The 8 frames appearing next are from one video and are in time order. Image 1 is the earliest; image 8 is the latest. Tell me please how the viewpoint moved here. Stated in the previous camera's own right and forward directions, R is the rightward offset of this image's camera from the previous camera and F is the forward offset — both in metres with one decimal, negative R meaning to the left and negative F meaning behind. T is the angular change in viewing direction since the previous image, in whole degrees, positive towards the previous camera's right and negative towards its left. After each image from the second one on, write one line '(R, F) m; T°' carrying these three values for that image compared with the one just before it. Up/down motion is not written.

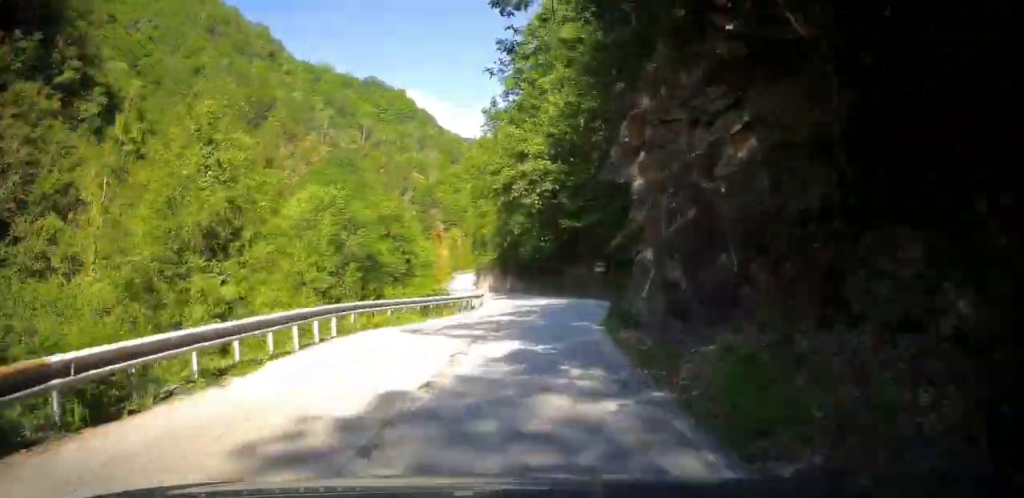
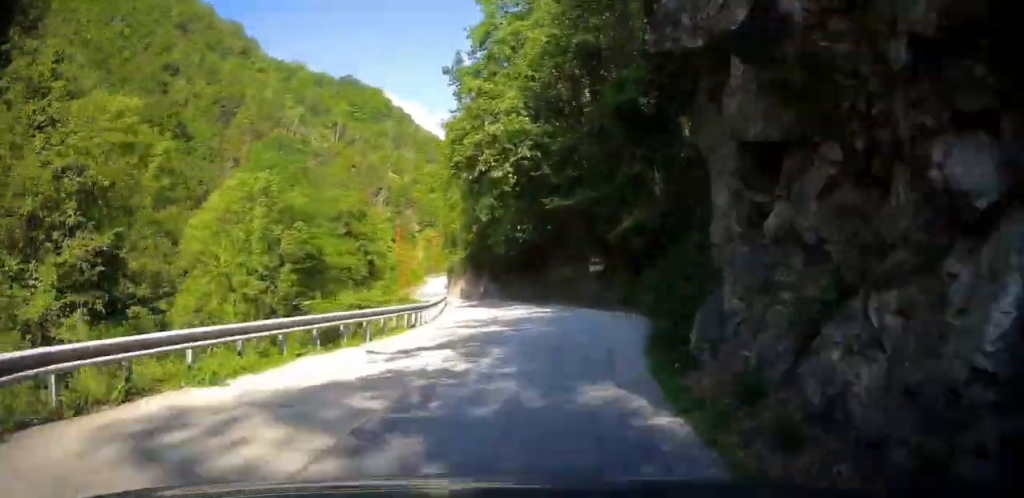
(+0.3, +11.3) m; +3°
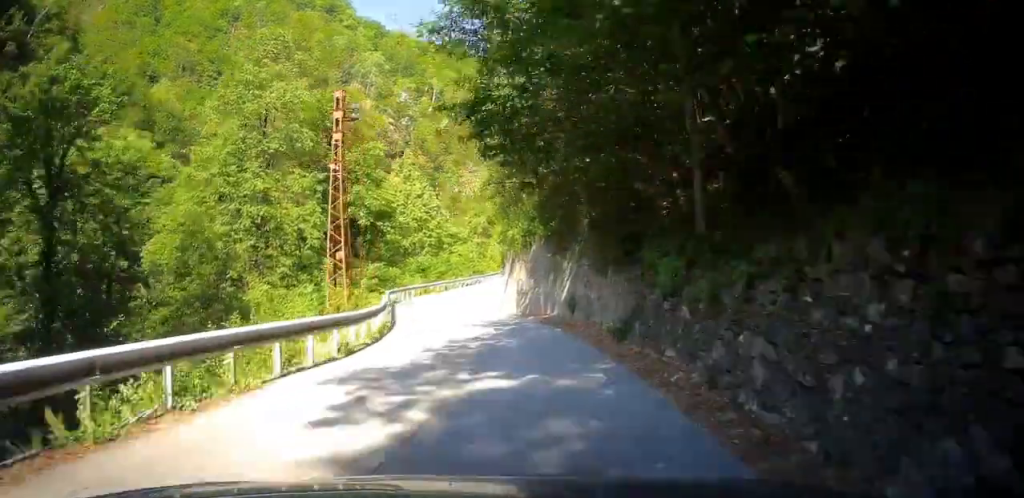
(+2.7, +52.6) m; -10°
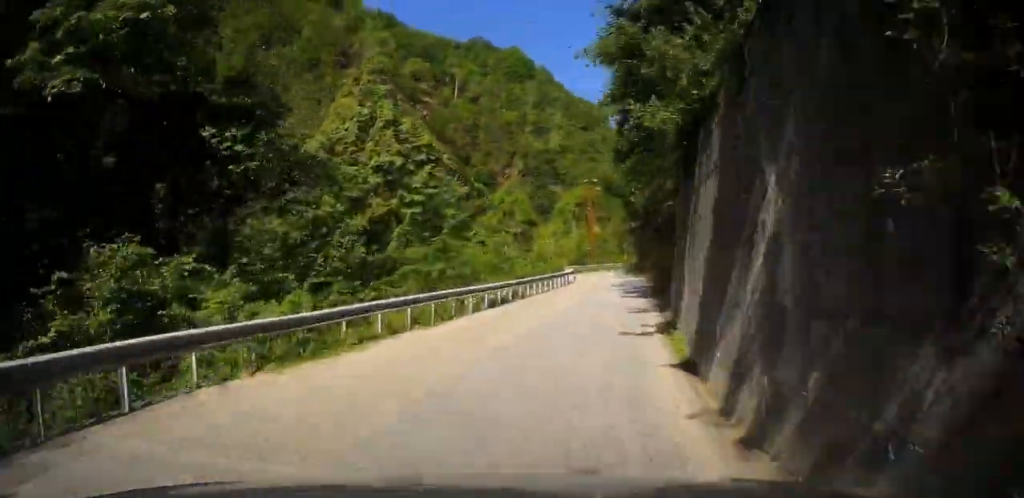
(-7.0, +34.9) m; -8°
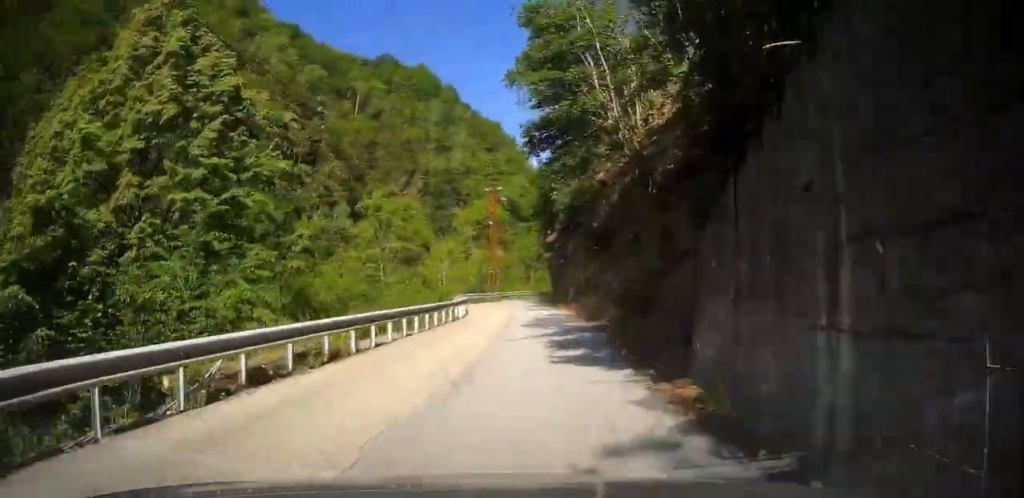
(+0.4, +13.3) m; +4°
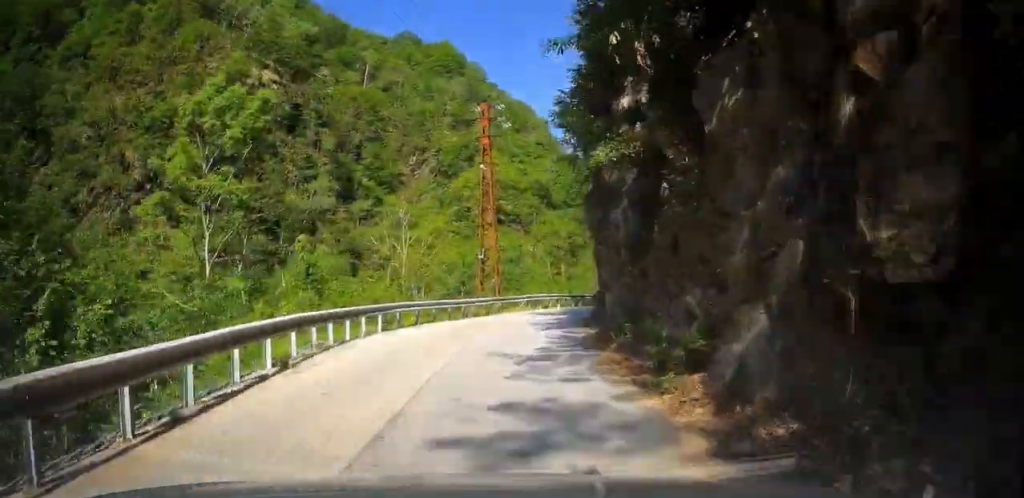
(+2.3, +26.0) m; +9°
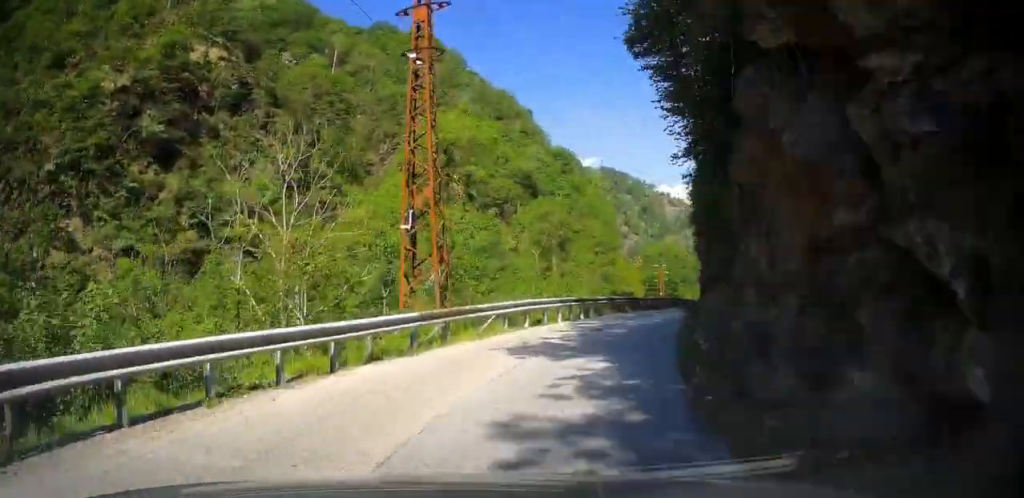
(+0.7, +14.4) m; -3°
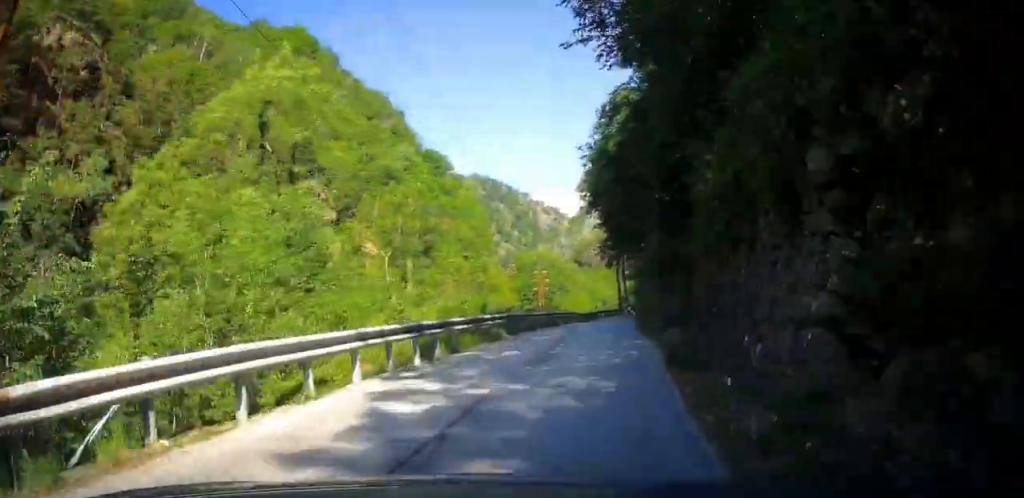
(0.0, +10.1) m; -6°
